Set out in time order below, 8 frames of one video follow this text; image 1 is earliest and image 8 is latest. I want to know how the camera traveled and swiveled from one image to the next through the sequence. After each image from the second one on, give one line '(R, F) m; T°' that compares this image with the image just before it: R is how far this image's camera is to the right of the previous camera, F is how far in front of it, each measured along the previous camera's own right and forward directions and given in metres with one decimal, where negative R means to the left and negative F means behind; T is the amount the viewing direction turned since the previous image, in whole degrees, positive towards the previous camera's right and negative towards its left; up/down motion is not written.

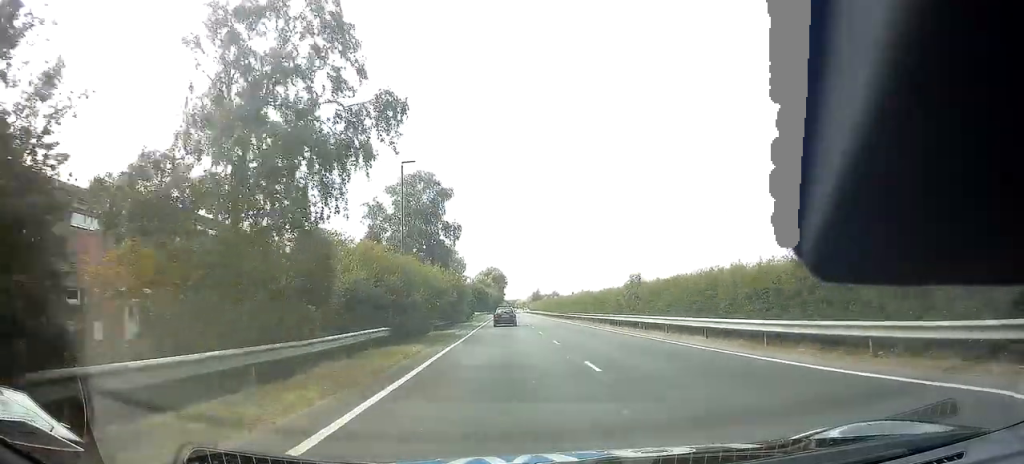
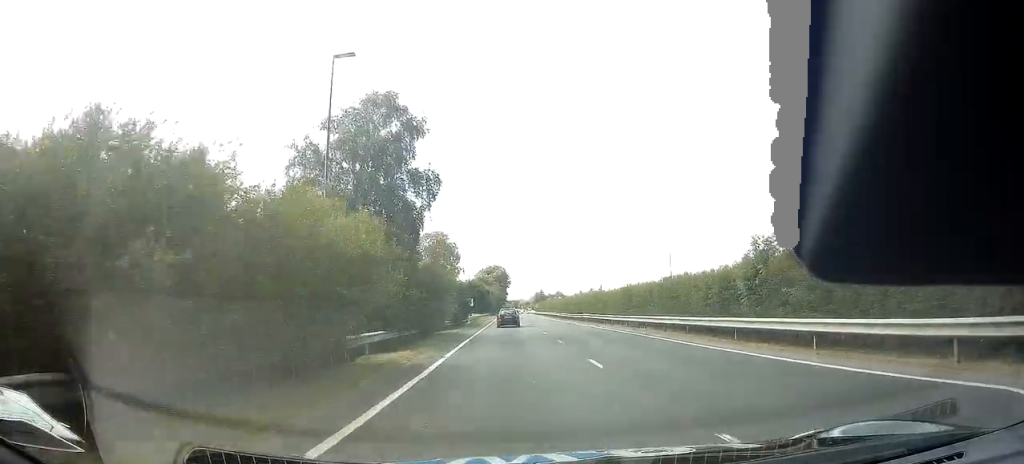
(-0.1, +18.5) m; 0°
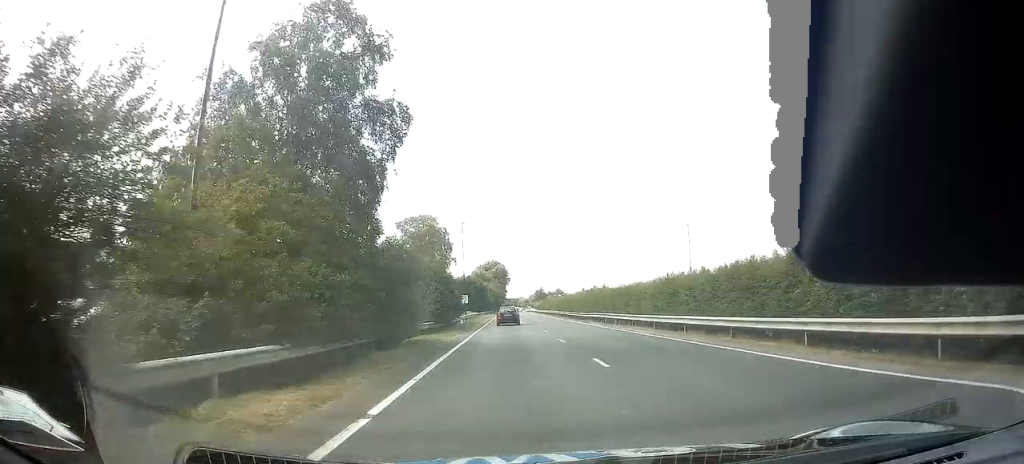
(0.0, +10.0) m; 0°
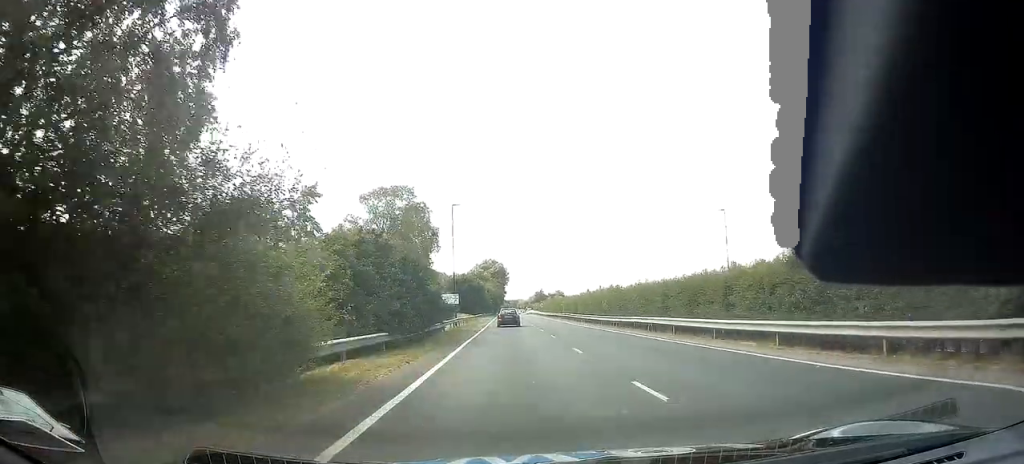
(+0.1, +13.8) m; +1°
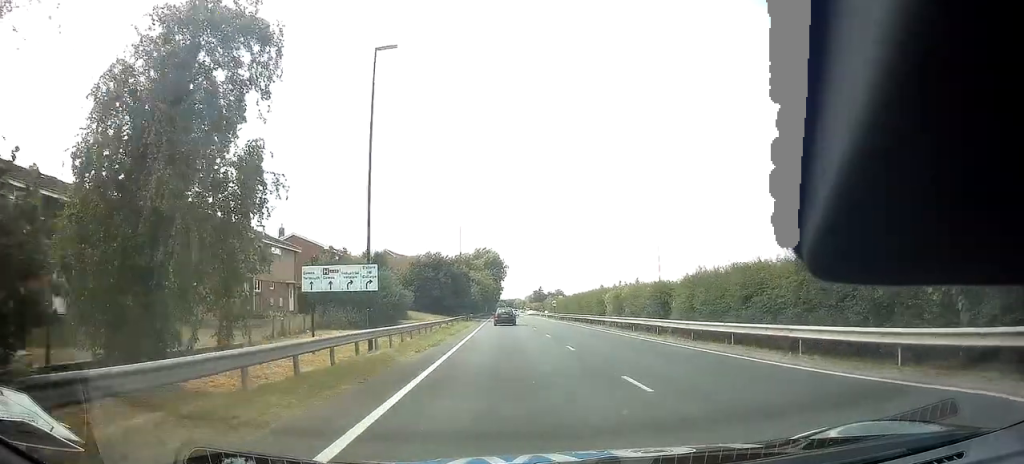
(-0.4, +37.0) m; -1°
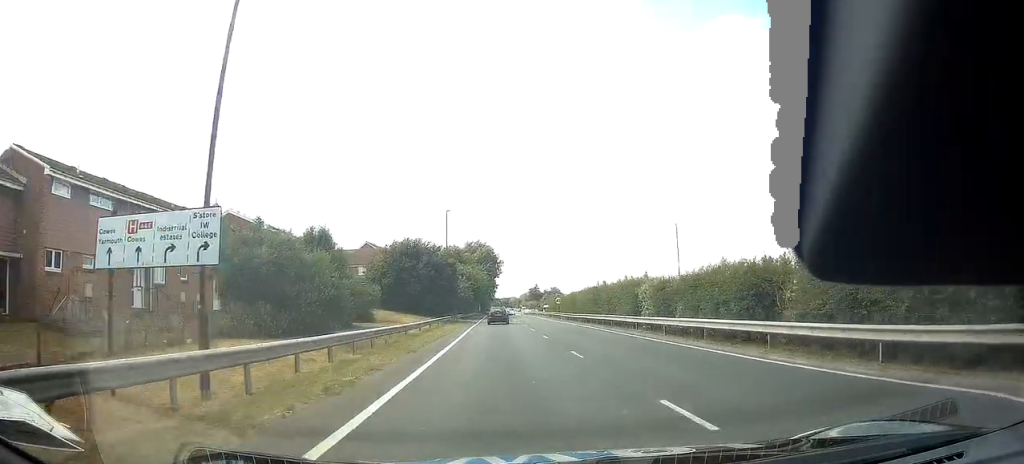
(+0.1, +12.7) m; +2°
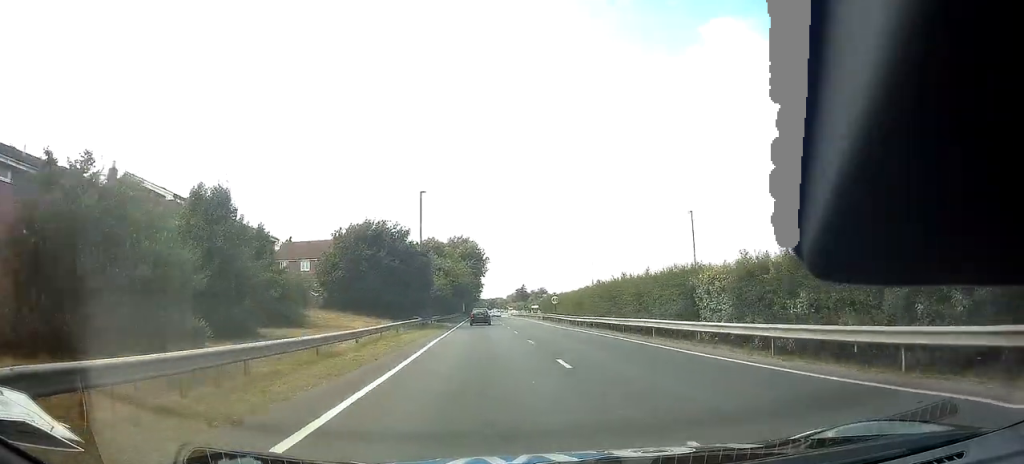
(+0.2, +11.8) m; +1°
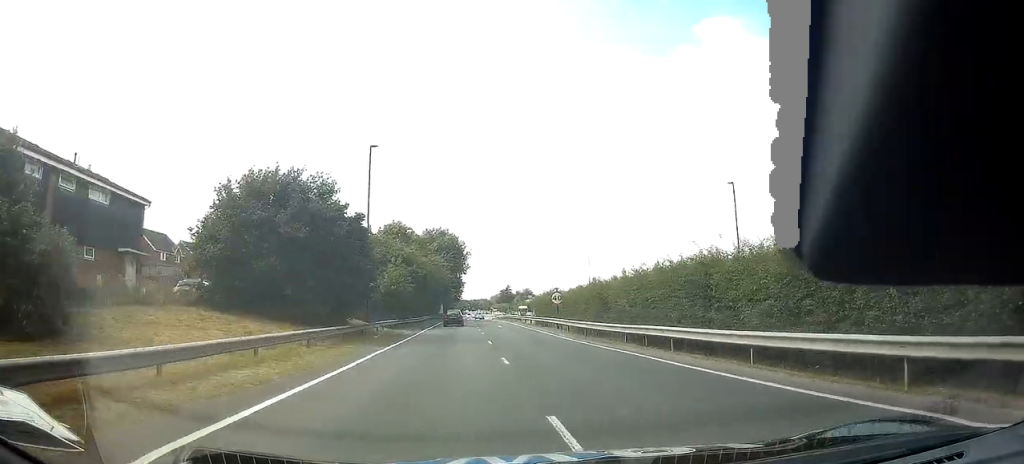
(+0.4, +16.8) m; 0°
